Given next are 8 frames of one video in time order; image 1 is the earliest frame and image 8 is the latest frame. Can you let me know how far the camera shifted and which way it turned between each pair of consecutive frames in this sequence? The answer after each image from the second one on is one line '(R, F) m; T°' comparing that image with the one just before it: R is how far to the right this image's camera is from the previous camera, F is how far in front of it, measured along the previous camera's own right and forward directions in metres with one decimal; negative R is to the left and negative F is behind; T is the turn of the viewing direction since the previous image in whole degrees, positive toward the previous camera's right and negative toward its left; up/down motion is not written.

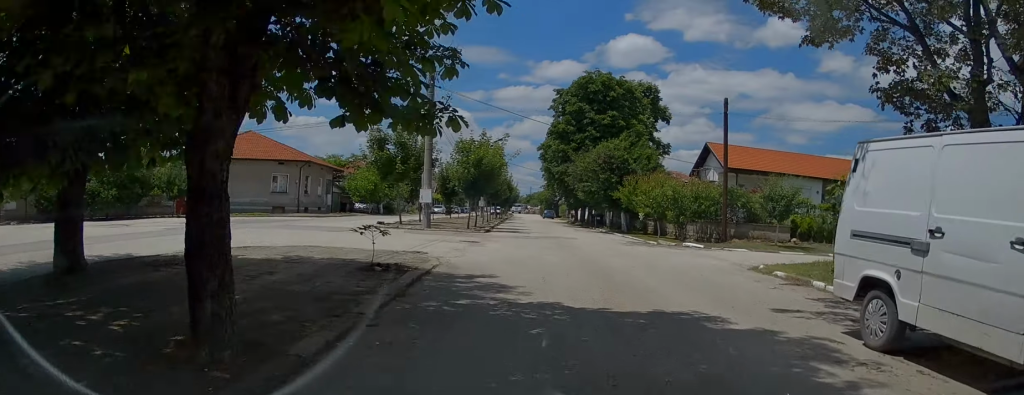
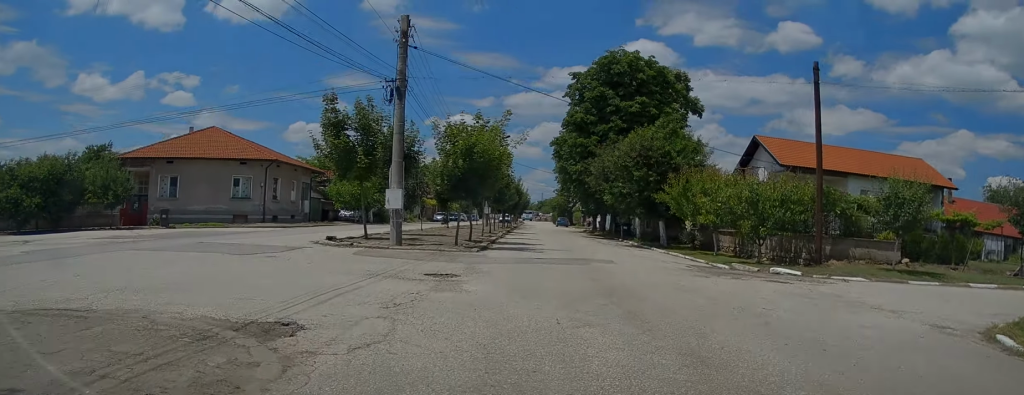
(+0.3, +8.3) m; -4°
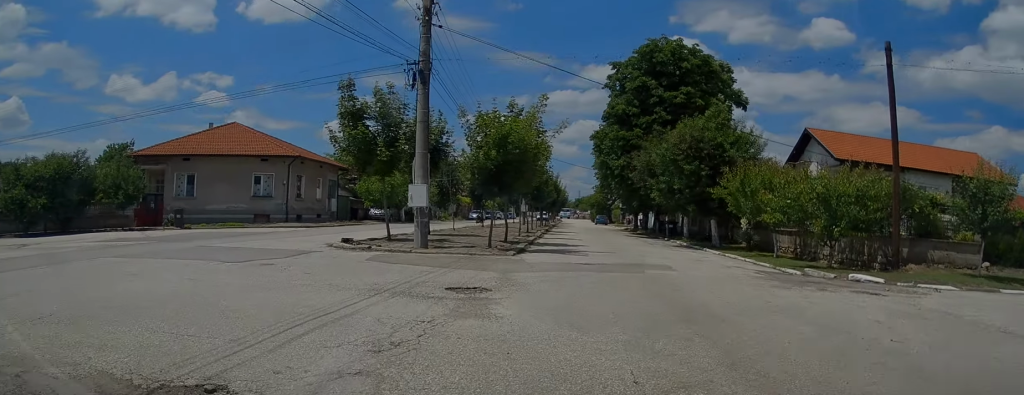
(+0.1, +2.4) m; -5°
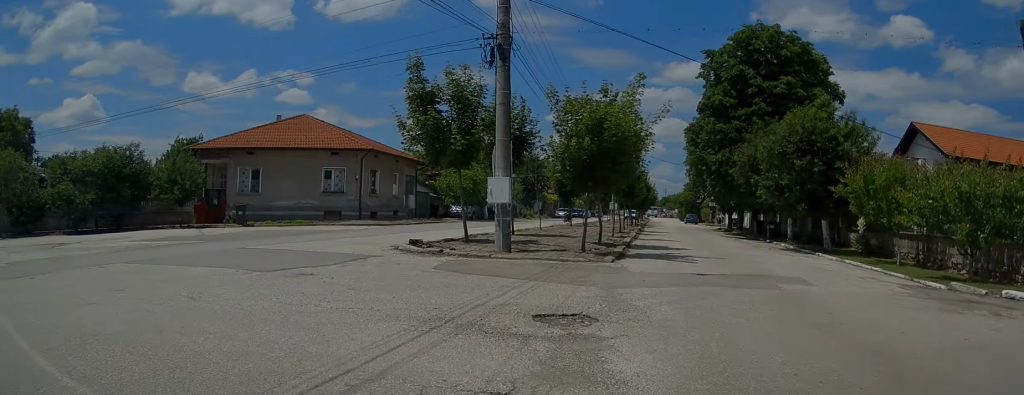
(-0.5, +2.4) m; -7°
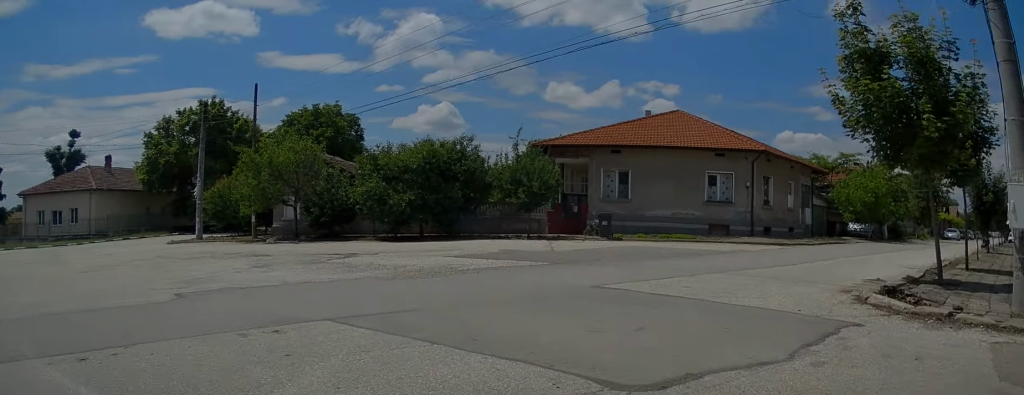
(-0.6, +6.5) m; -24°
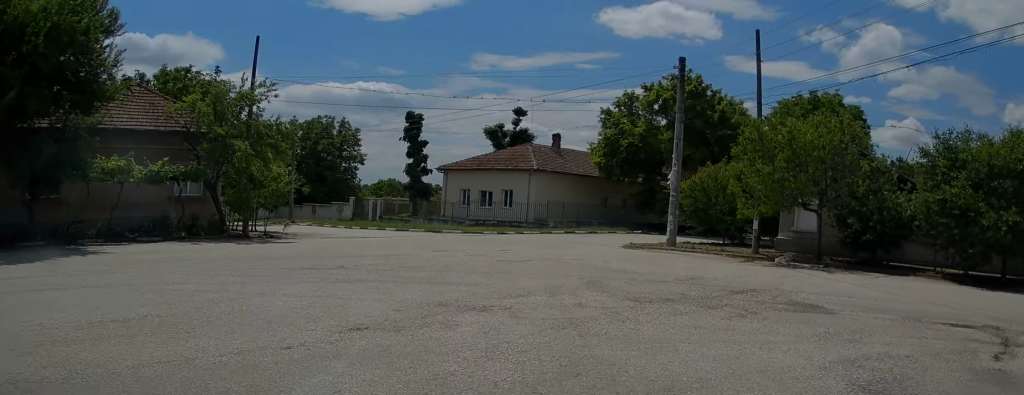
(-5.6, +9.7) m; -39°
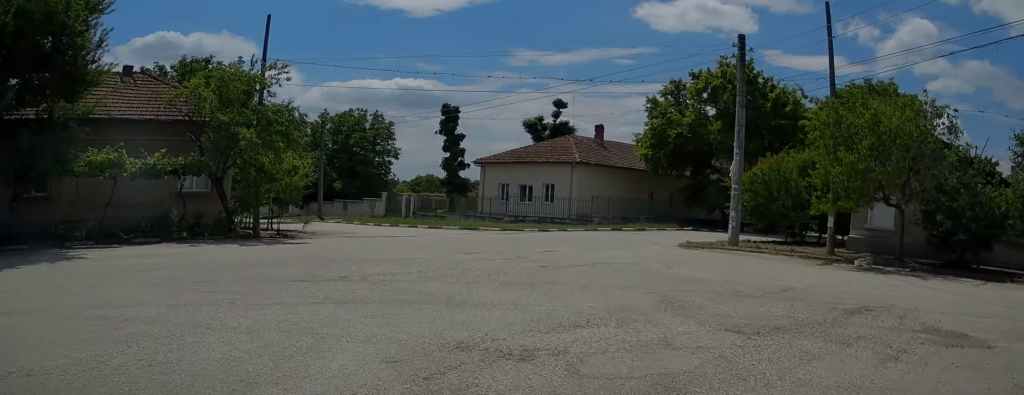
(+0.1, +2.9) m; -2°
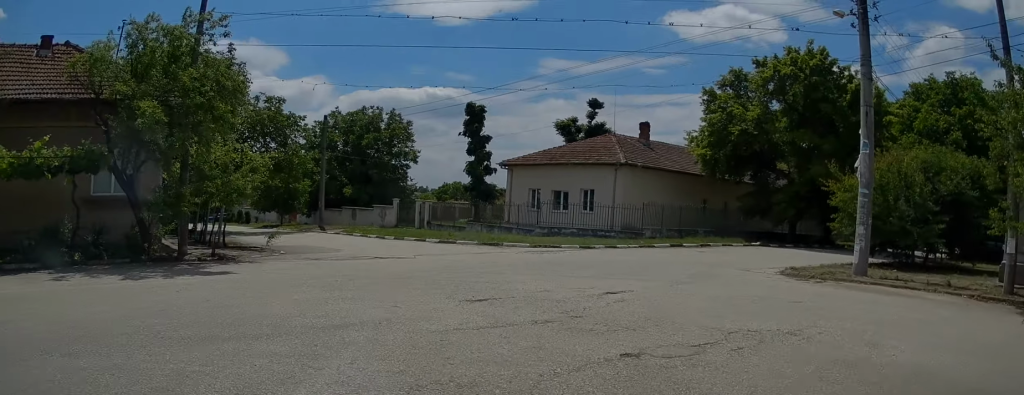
(-0.3, +7.1) m; -6°
